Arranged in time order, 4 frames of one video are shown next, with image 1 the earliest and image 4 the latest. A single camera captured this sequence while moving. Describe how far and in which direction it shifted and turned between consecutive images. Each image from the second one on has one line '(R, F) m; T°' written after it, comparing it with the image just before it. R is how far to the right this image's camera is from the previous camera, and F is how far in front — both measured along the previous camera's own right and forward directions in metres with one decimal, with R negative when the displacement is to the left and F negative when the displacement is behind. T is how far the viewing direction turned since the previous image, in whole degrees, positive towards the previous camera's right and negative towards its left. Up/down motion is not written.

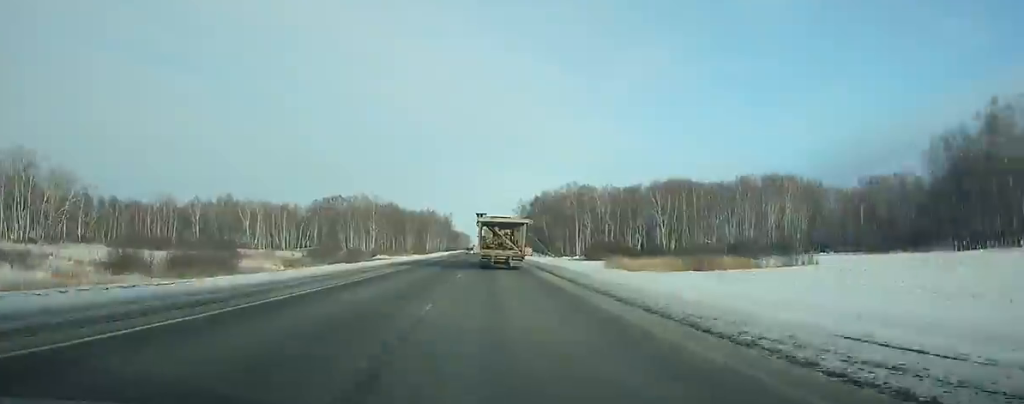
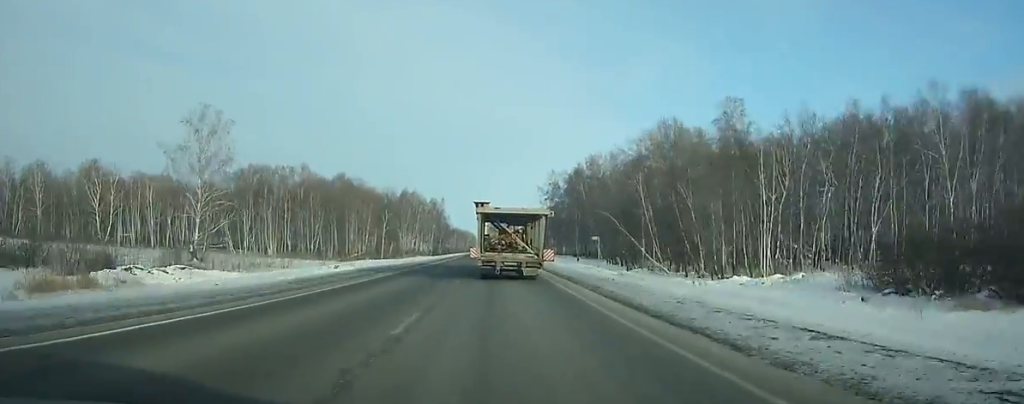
(-1.5, +110.7) m; -1°
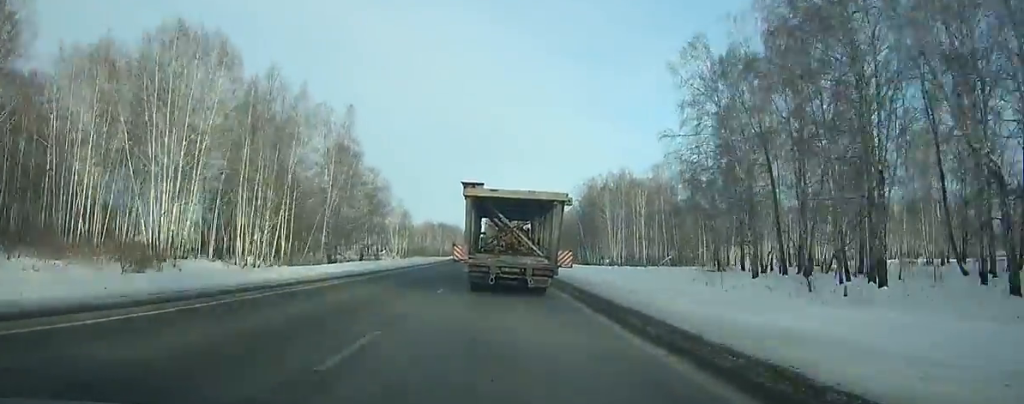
(+1.2, +144.7) m; +1°
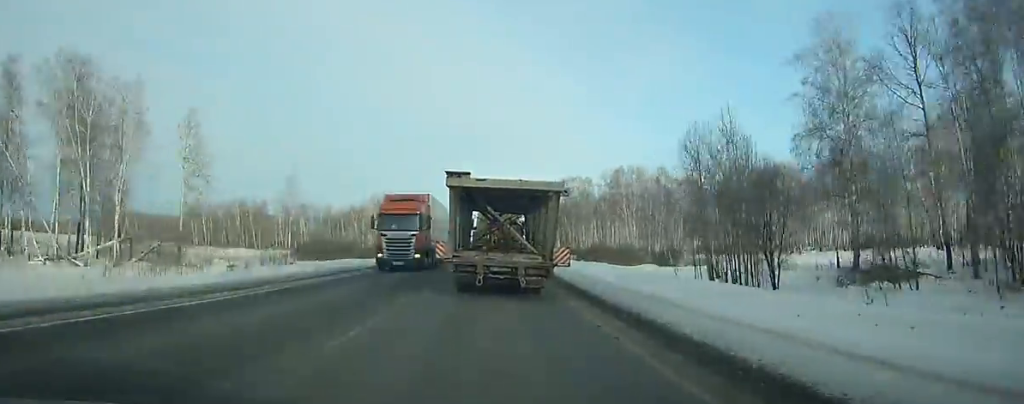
(+1.0, +167.4) m; 0°
